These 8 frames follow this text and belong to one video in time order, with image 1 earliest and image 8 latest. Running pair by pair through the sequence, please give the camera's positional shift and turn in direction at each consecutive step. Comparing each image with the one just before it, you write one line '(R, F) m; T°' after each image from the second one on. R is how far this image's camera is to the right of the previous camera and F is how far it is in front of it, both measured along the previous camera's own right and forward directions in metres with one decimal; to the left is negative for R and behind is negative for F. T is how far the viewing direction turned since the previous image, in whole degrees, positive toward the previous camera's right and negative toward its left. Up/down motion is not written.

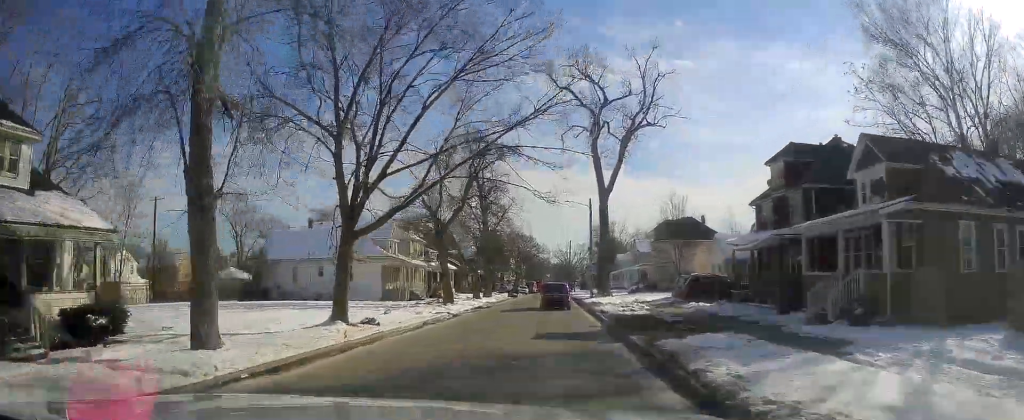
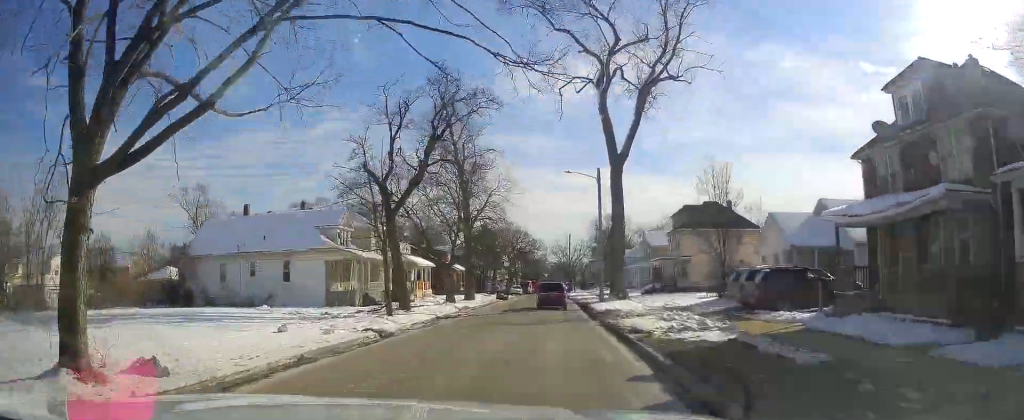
(-0.2, +11.5) m; -2°
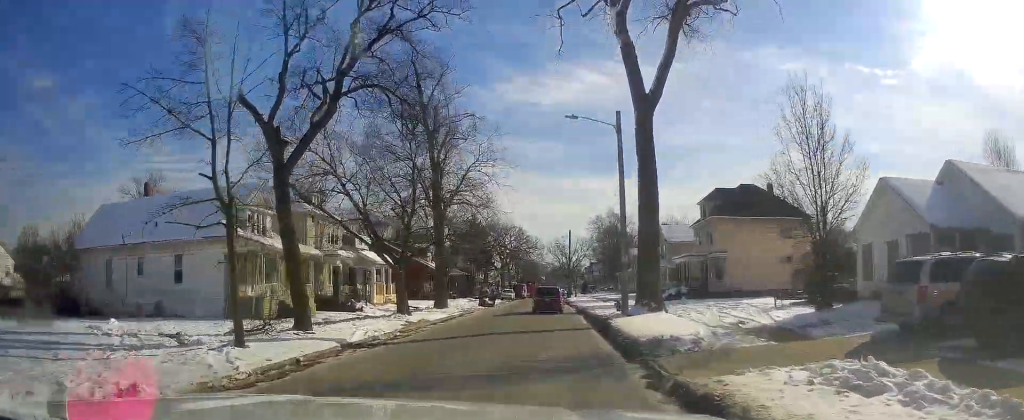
(-0.1, +13.1) m; 0°
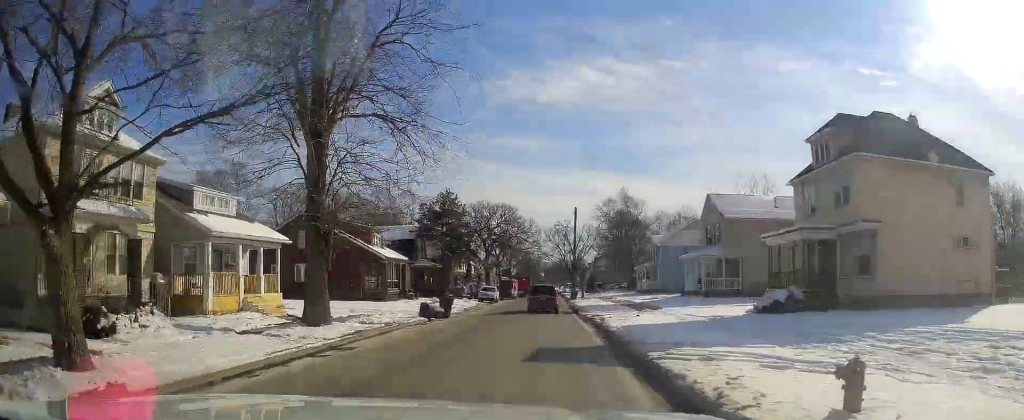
(+0.3, +22.3) m; +2°
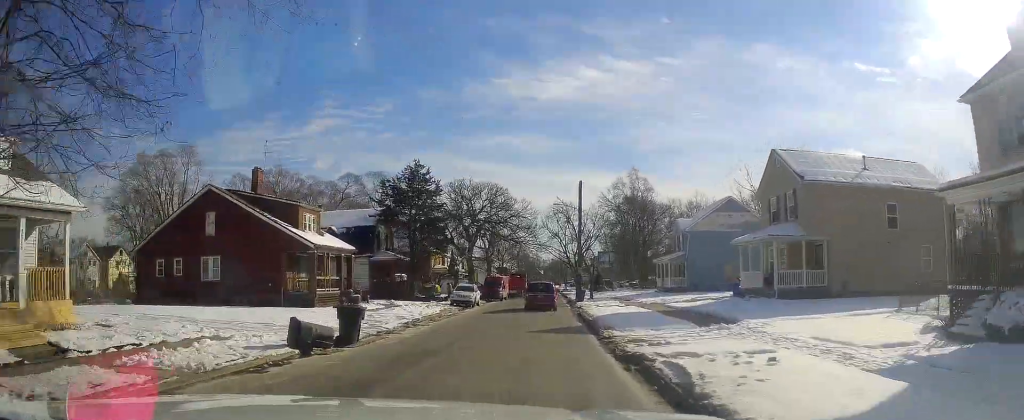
(+0.1, +14.2) m; +1°
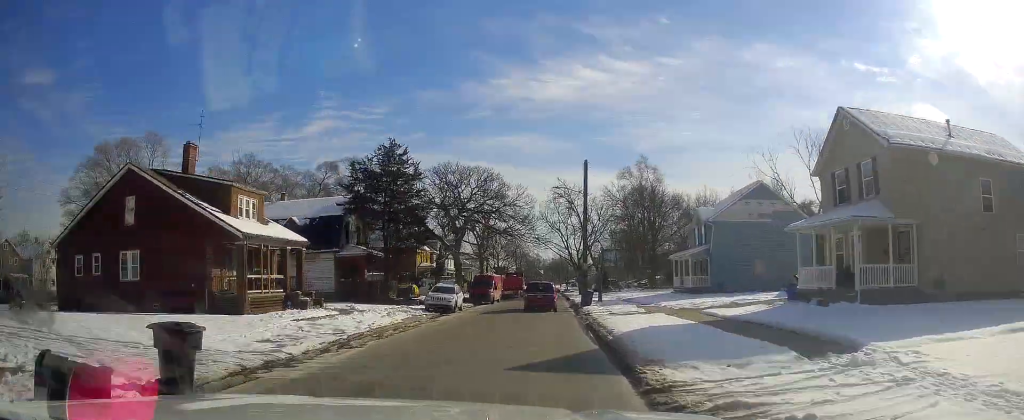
(0.0, +7.4) m; +1°
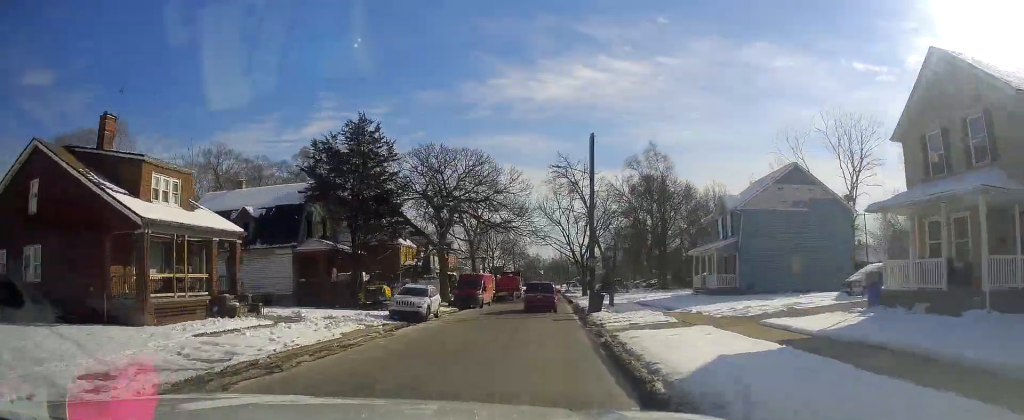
(0.0, +6.5) m; +1°
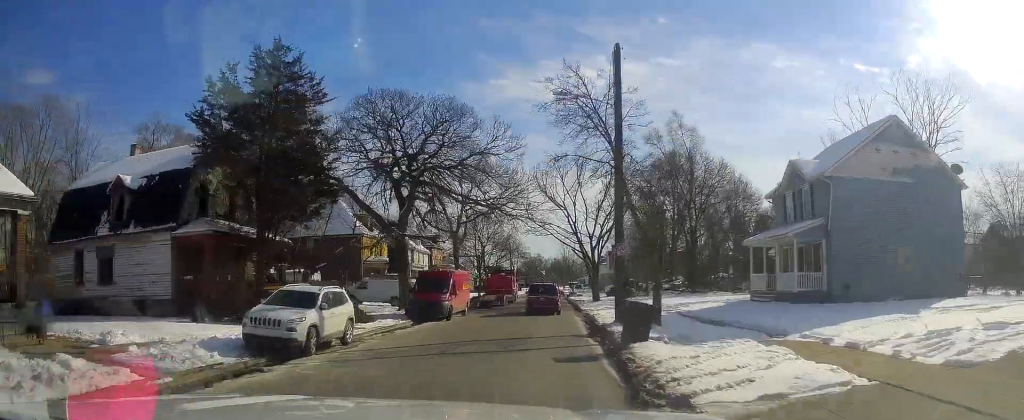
(+0.1, +11.9) m; +1°
